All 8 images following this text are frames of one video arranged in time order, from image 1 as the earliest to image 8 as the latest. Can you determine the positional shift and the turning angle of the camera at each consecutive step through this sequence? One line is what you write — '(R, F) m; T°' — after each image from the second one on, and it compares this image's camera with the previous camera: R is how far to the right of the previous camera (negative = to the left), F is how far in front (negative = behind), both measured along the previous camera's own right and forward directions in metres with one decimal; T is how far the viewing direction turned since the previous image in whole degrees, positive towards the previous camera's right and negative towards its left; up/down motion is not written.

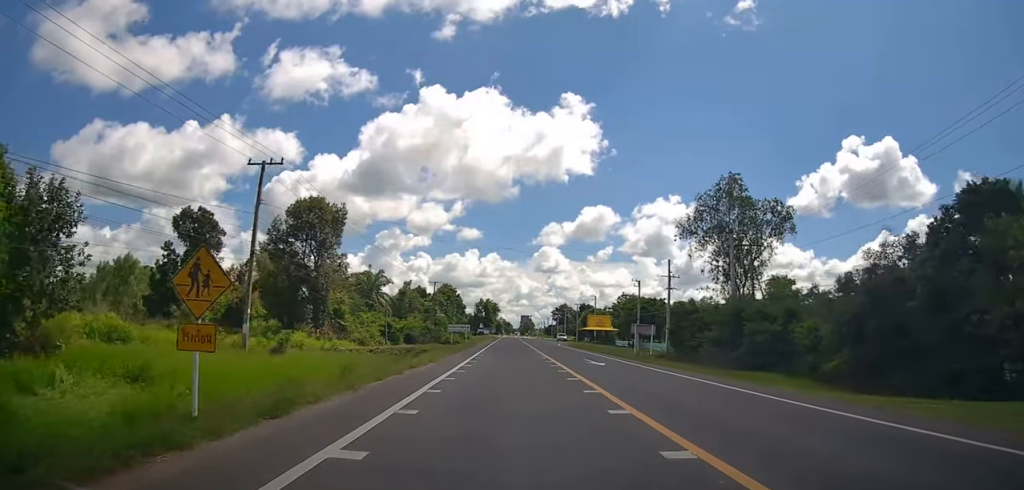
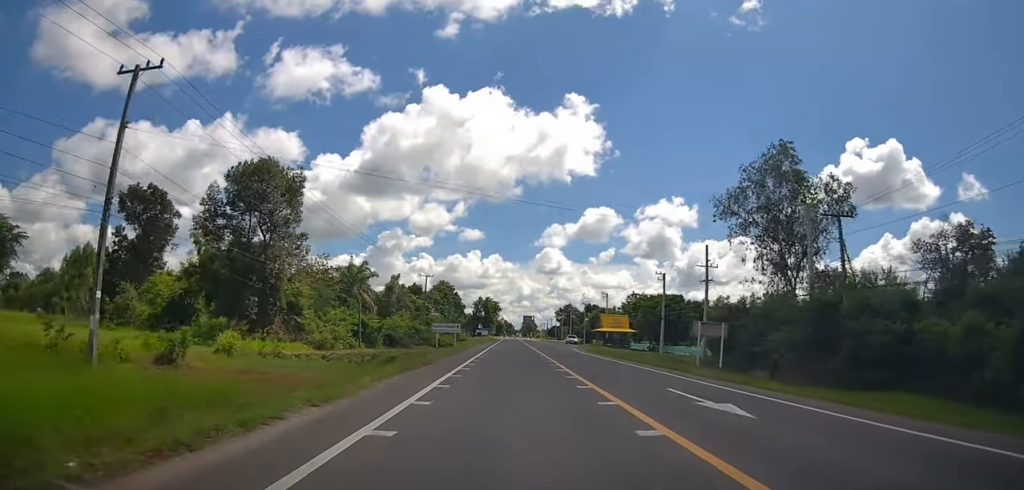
(+0.1, +13.8) m; -2°
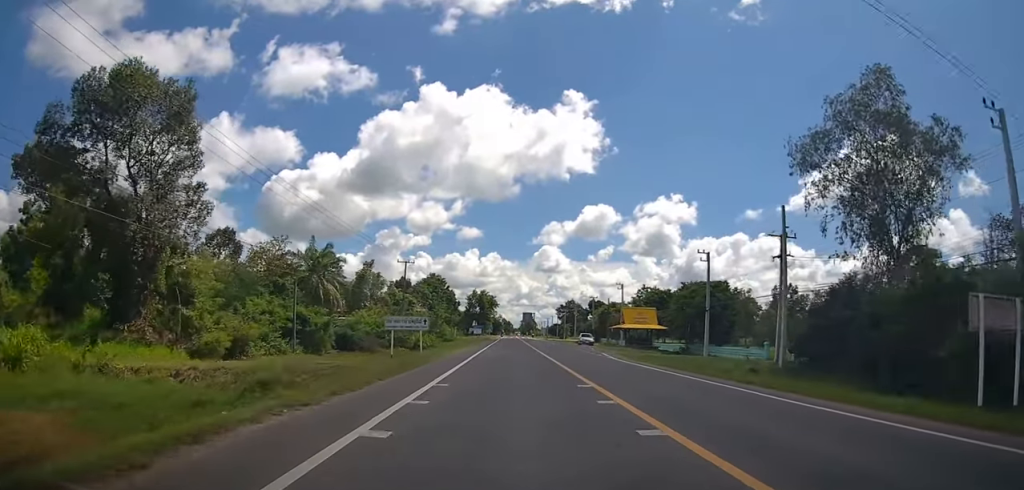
(-0.7, +18.3) m; 0°
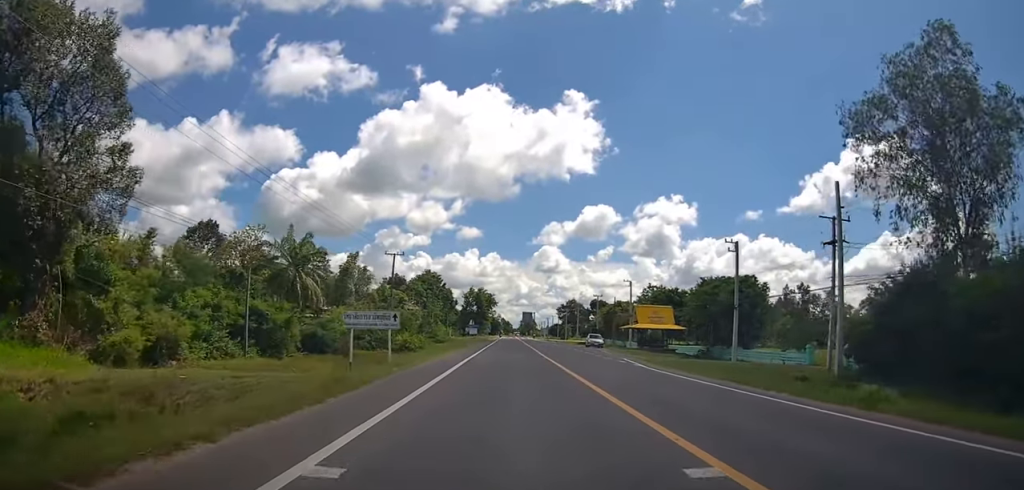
(0.0, +7.9) m; 0°
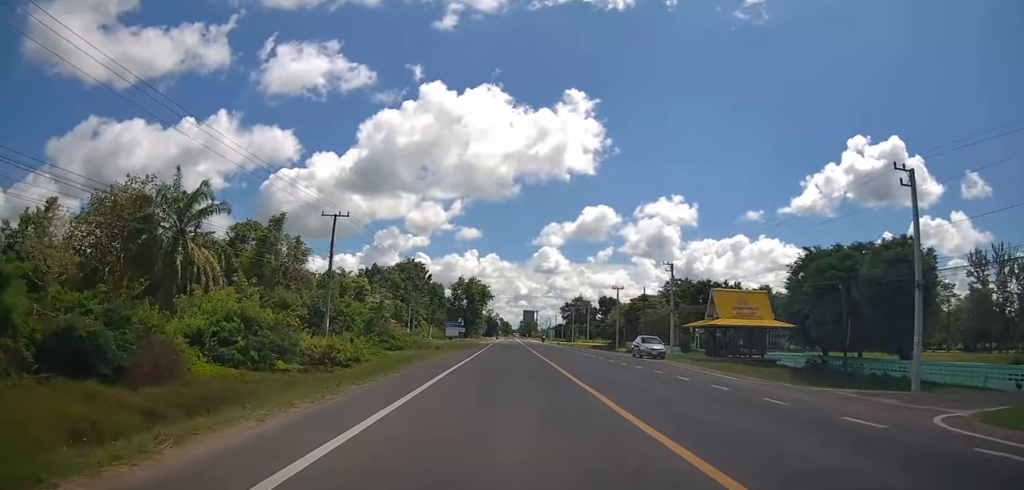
(+0.3, +25.1) m; 0°
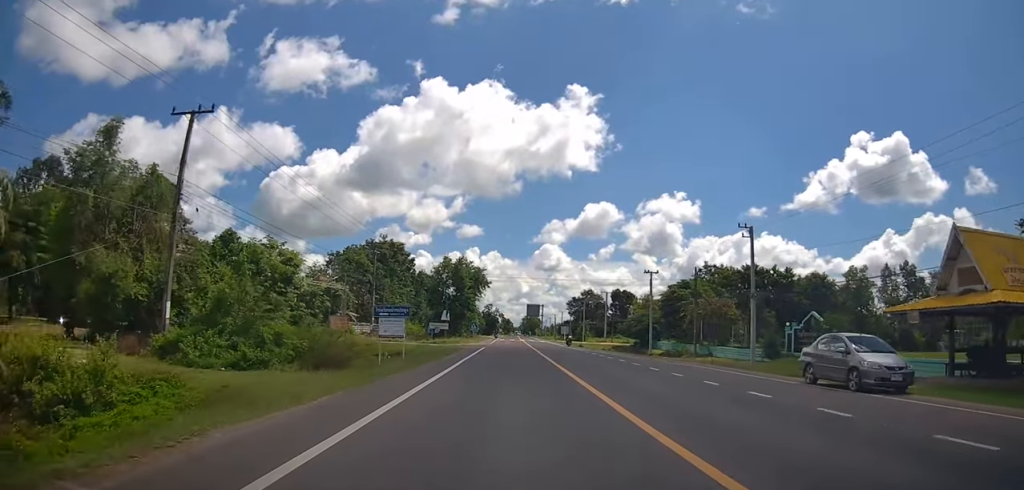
(+0.3, +24.4) m; 0°
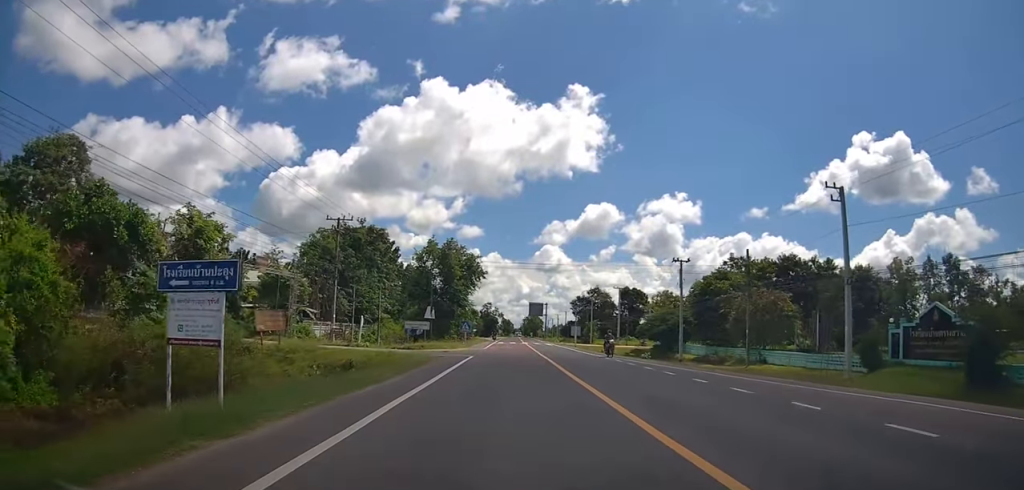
(-0.3, +14.1) m; 0°
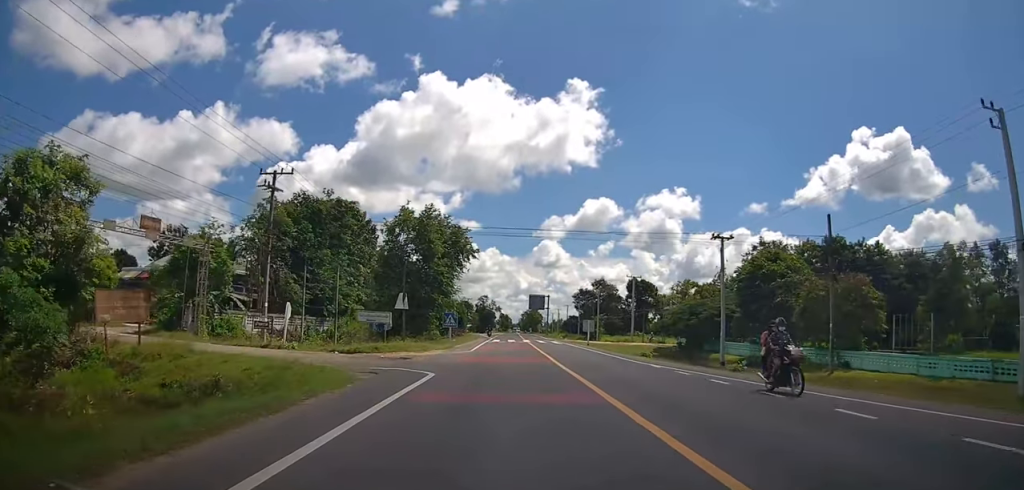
(-0.2, +14.4) m; 0°
